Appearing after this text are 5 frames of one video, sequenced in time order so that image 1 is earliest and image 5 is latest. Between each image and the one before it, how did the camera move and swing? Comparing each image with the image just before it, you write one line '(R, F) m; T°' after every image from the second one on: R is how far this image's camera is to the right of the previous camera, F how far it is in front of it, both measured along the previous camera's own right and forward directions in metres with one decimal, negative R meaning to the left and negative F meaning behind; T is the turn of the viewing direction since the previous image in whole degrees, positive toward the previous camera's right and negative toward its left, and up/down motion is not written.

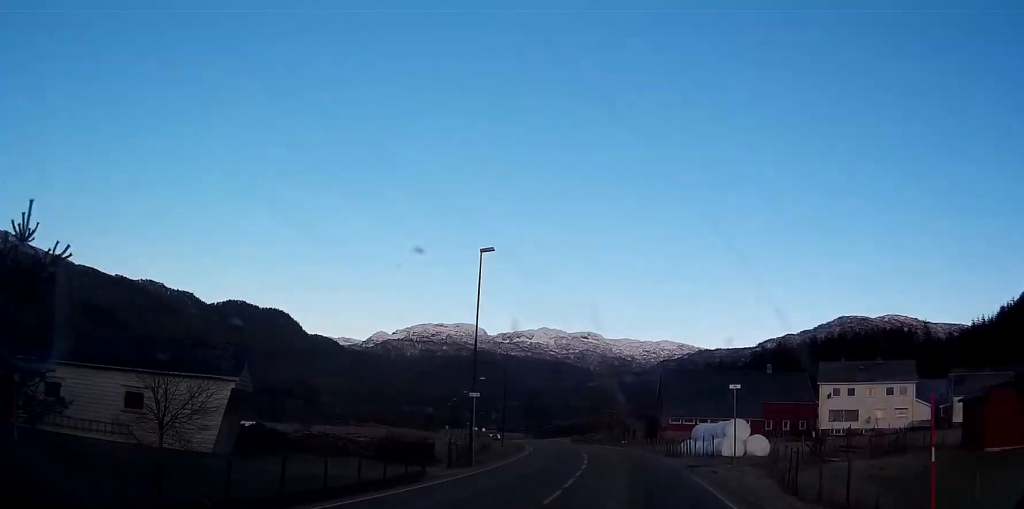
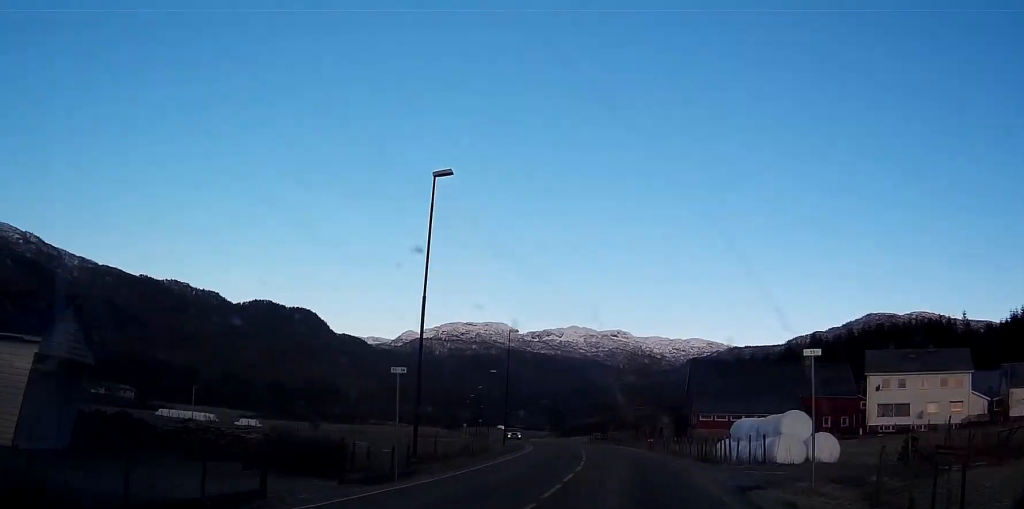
(-0.2, +11.3) m; -3°
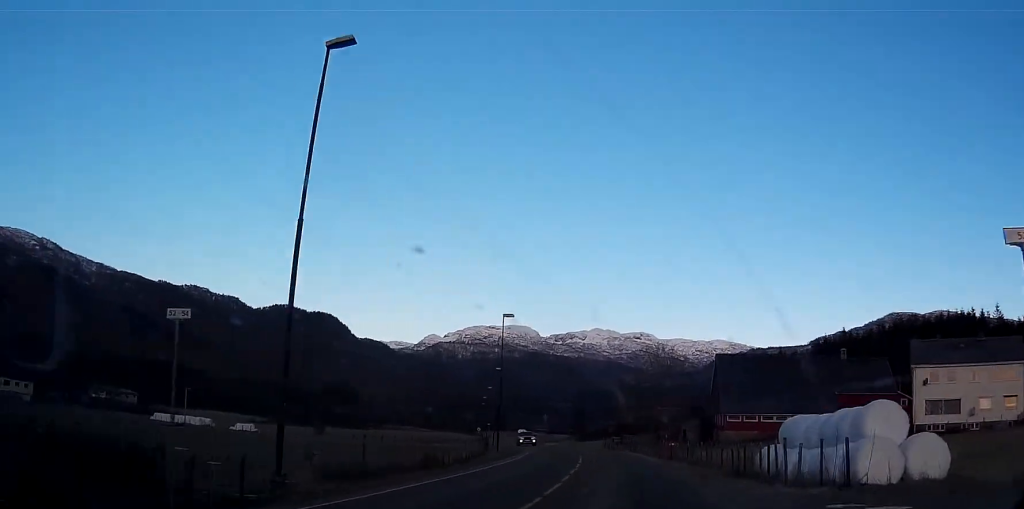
(-0.1, +10.3) m; -2°
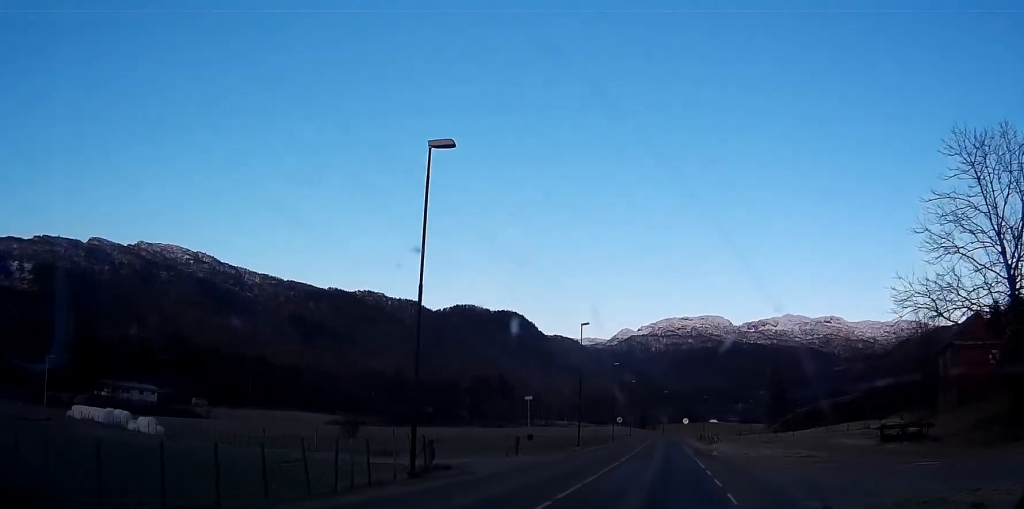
(-9.1, +77.3) m; -12°
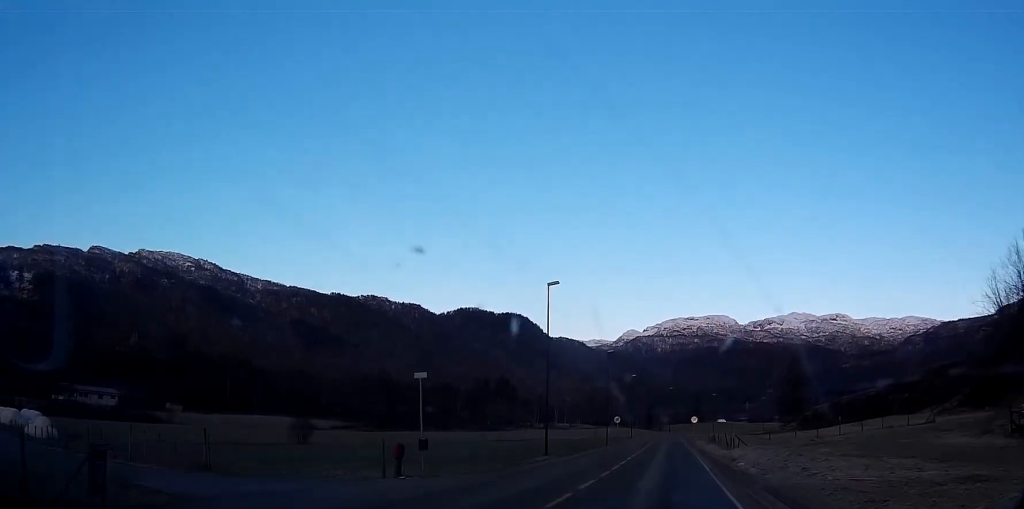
(-0.2, +17.7) m; -1°
